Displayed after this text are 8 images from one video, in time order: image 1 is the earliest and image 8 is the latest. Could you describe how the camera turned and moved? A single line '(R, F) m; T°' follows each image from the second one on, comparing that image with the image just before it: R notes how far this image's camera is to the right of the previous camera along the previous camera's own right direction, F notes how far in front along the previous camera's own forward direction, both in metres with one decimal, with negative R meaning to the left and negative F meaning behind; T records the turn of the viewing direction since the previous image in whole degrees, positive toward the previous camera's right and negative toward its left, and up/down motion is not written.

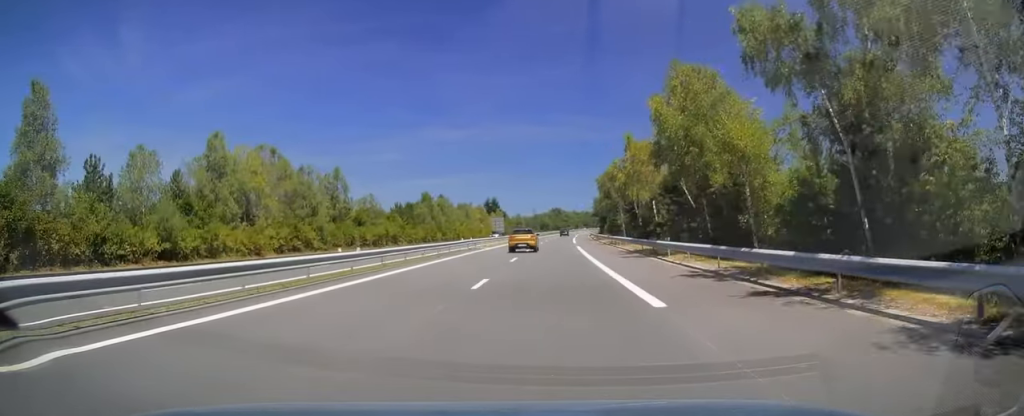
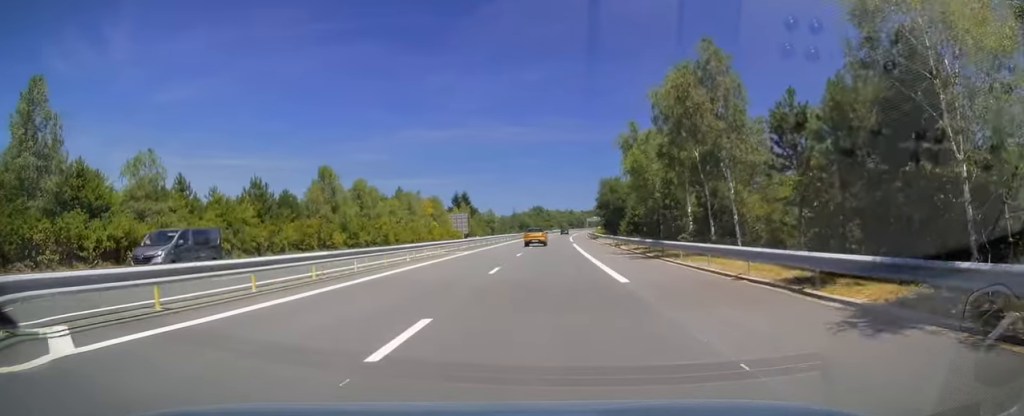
(+0.5, +47.2) m; +1°
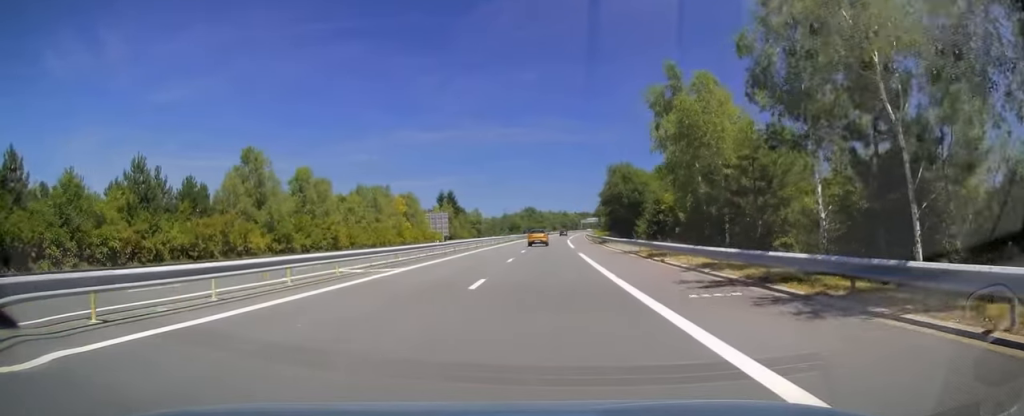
(0.0, +17.7) m; +1°
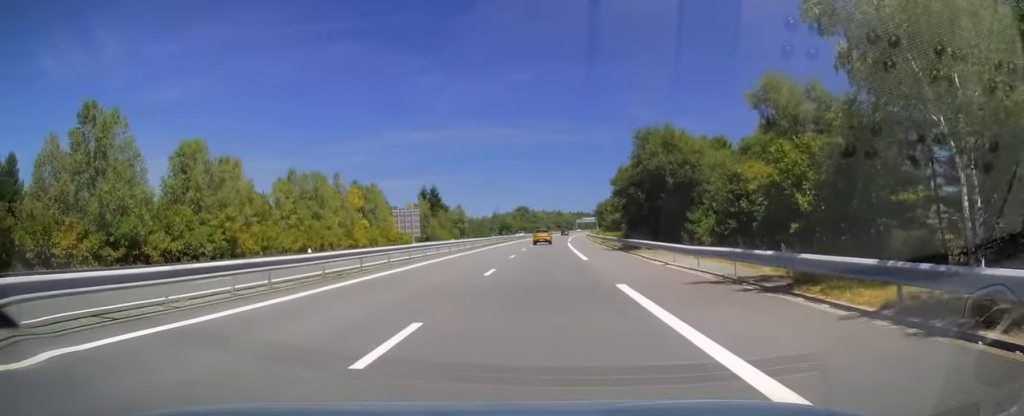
(+0.2, +21.6) m; +1°
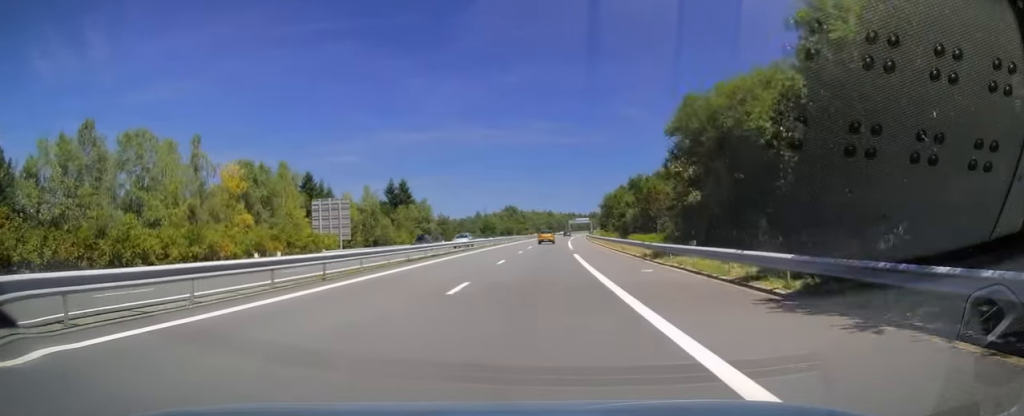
(+0.3, +31.4) m; +1°
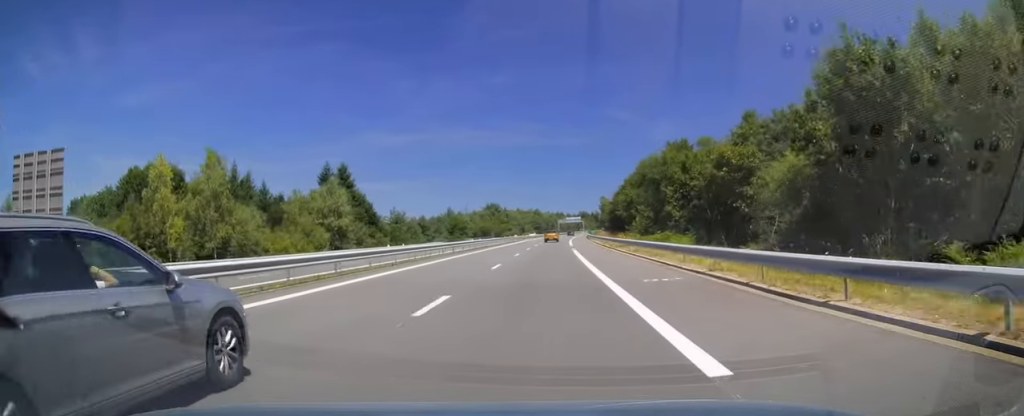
(+0.5, +42.7) m; +1°
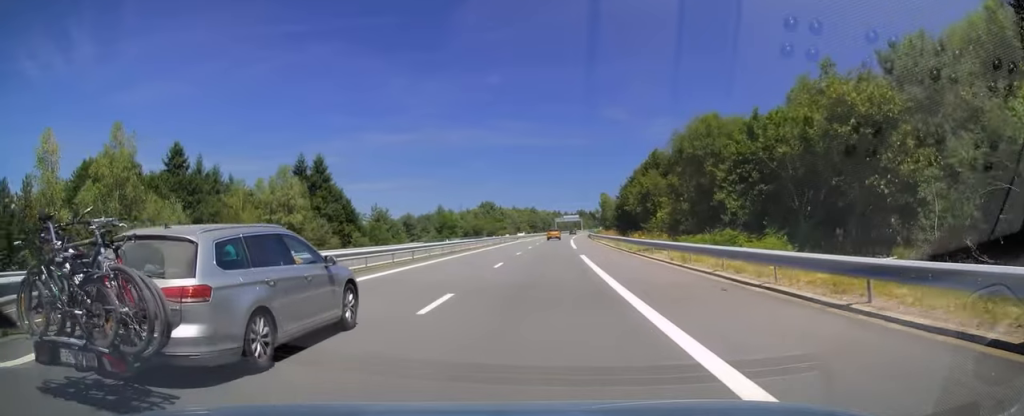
(0.0, +12.8) m; 0°
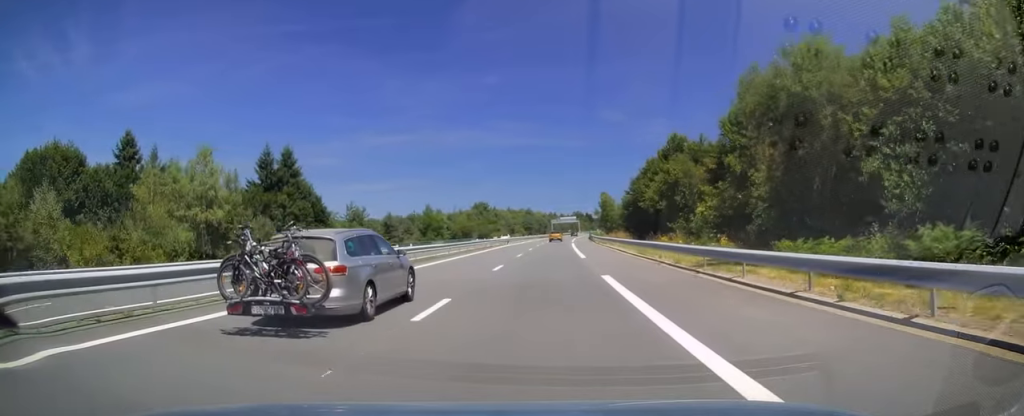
(0.0, +13.7) m; 0°
